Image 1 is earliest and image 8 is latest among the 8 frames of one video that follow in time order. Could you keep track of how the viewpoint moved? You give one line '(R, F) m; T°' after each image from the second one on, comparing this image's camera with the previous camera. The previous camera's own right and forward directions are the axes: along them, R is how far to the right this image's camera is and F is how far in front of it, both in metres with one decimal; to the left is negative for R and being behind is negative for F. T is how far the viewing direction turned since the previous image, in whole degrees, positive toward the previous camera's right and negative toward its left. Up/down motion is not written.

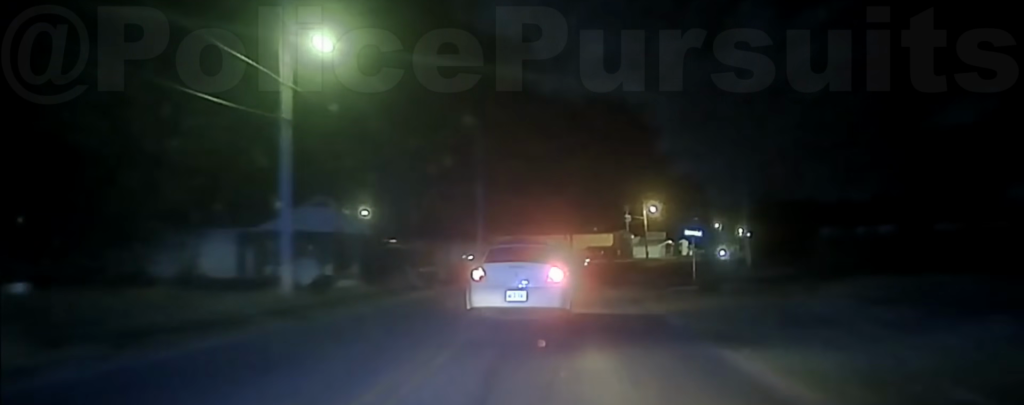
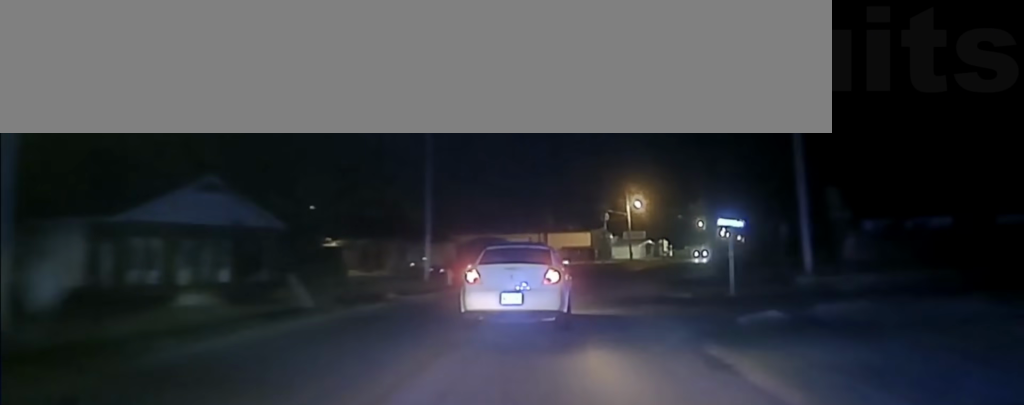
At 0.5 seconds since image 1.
(+0.2, +14.8) m; +2°
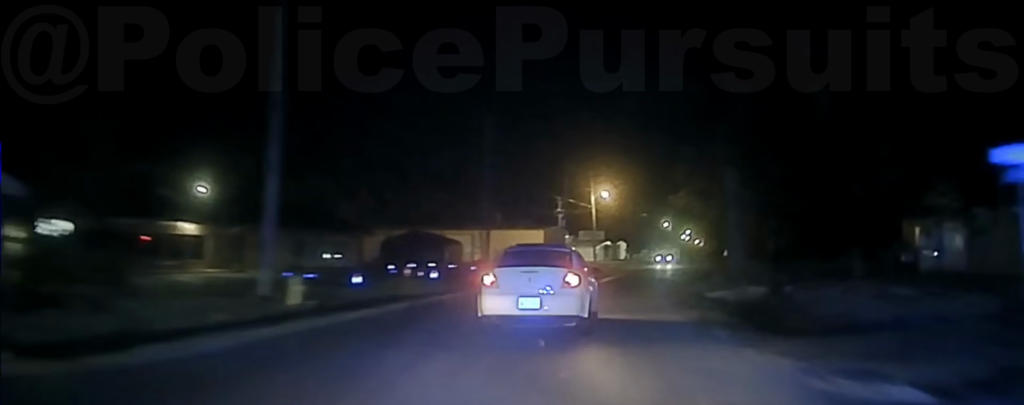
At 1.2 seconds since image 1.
(-0.1, +22.0) m; +3°
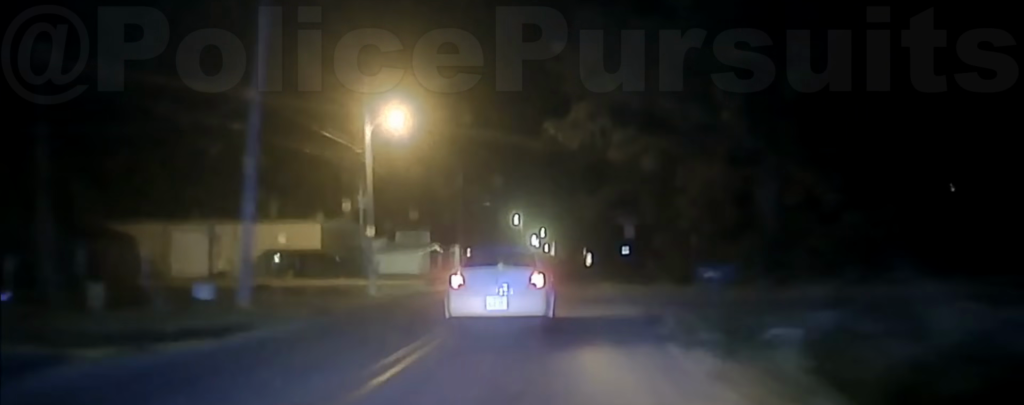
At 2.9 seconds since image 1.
(+5.5, +52.2) m; +11°
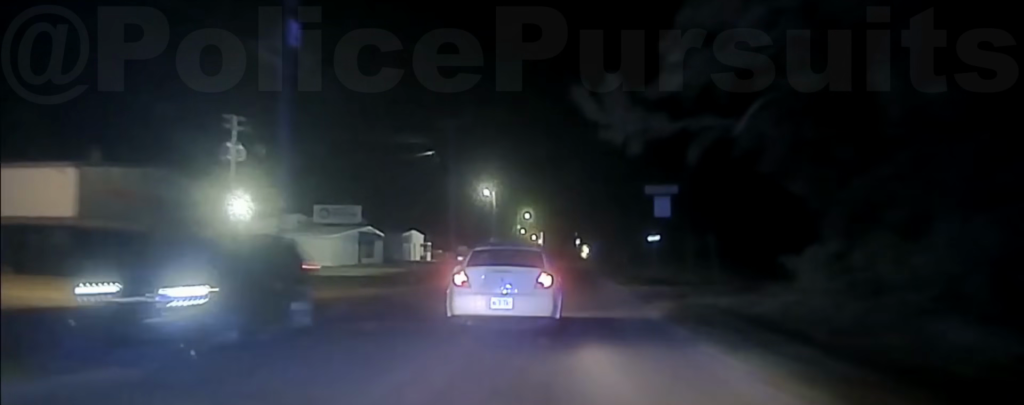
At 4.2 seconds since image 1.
(+2.5, +41.9) m; +5°
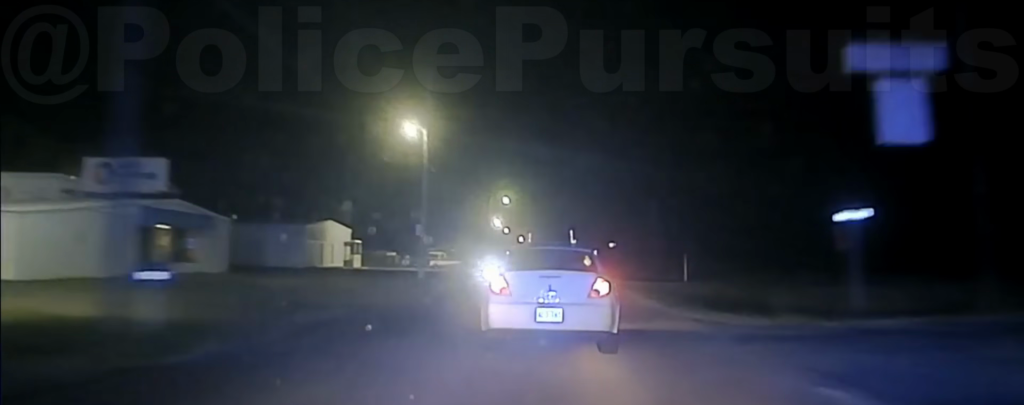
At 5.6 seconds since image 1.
(+0.1, +40.5) m; 0°
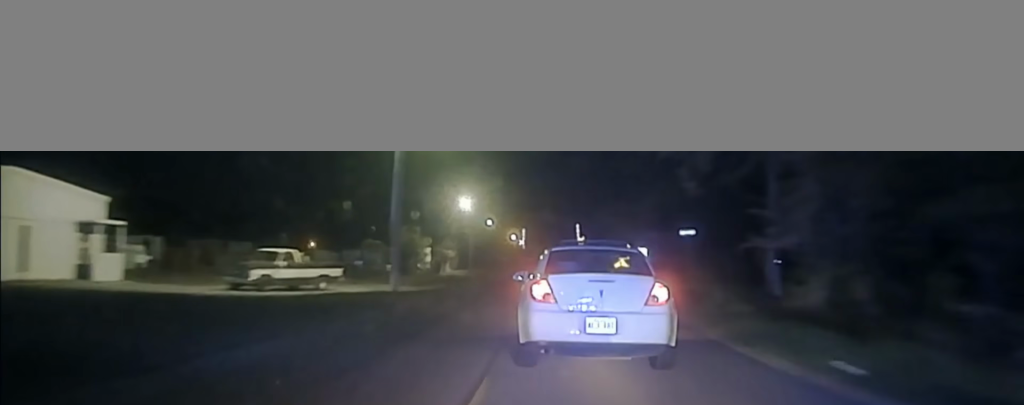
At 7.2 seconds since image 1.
(0.0, +49.8) m; 0°
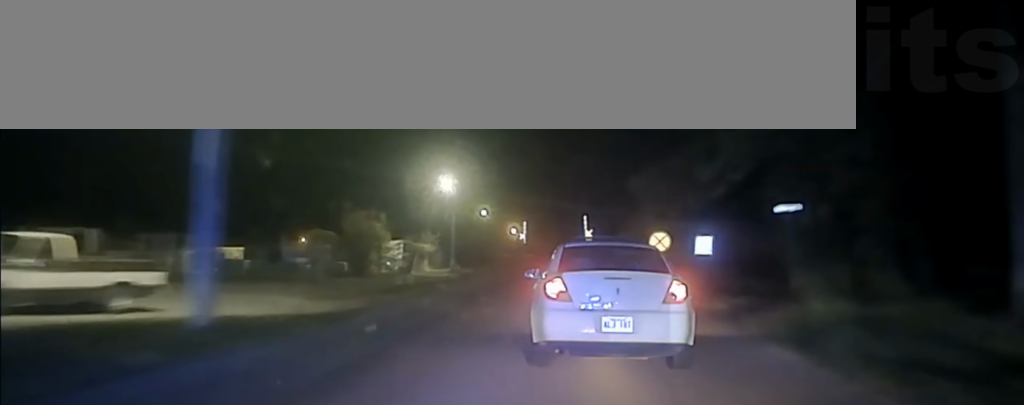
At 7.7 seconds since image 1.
(0.0, +18.5) m; 0°
